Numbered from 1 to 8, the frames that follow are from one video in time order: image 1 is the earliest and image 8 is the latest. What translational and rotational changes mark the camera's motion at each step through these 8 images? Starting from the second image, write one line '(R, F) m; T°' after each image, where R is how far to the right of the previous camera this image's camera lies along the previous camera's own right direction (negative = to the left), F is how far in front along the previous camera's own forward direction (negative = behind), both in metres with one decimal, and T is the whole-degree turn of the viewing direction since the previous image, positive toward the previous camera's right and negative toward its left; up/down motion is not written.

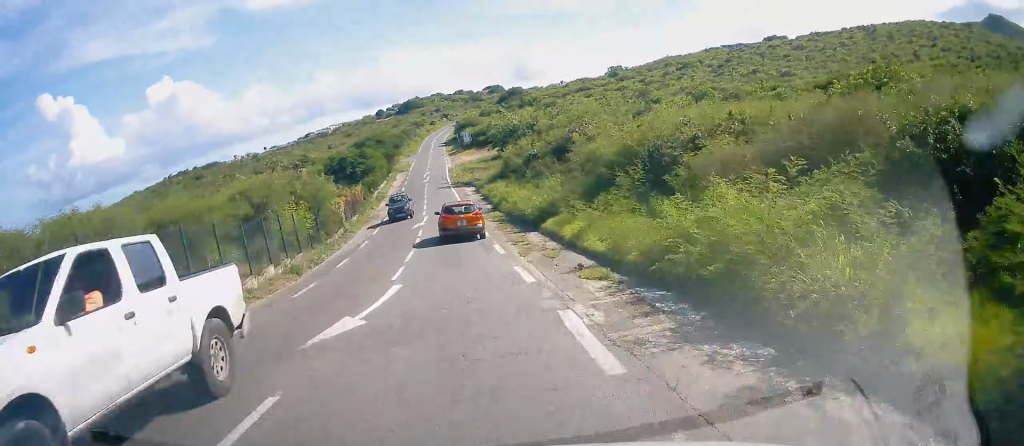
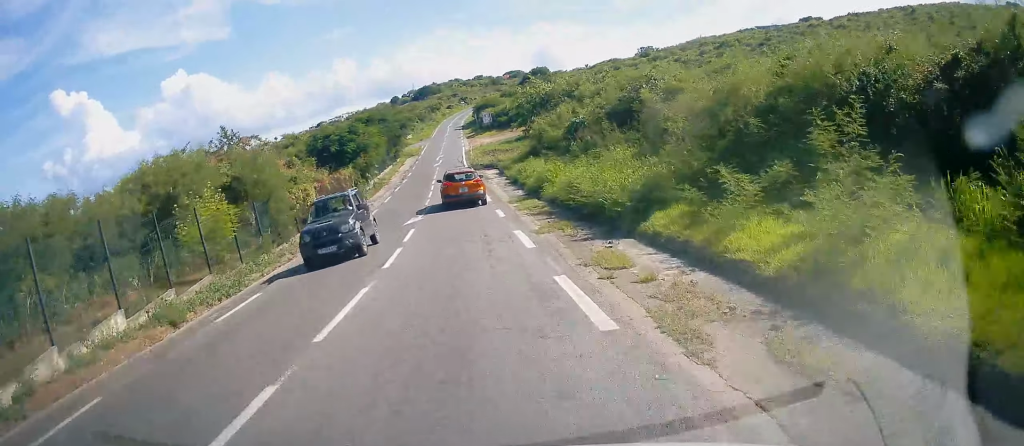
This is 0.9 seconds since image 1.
(-0.7, +12.0) m; -4°
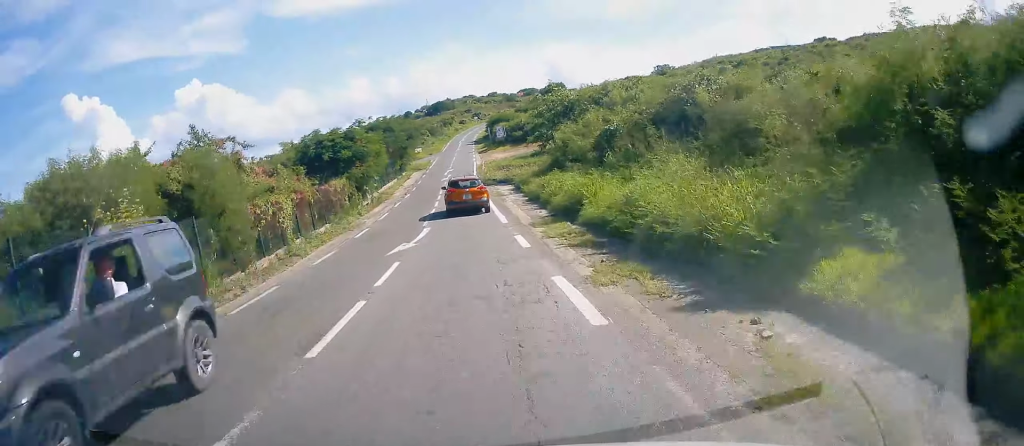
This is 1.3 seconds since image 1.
(-0.1, +5.7) m; -1°
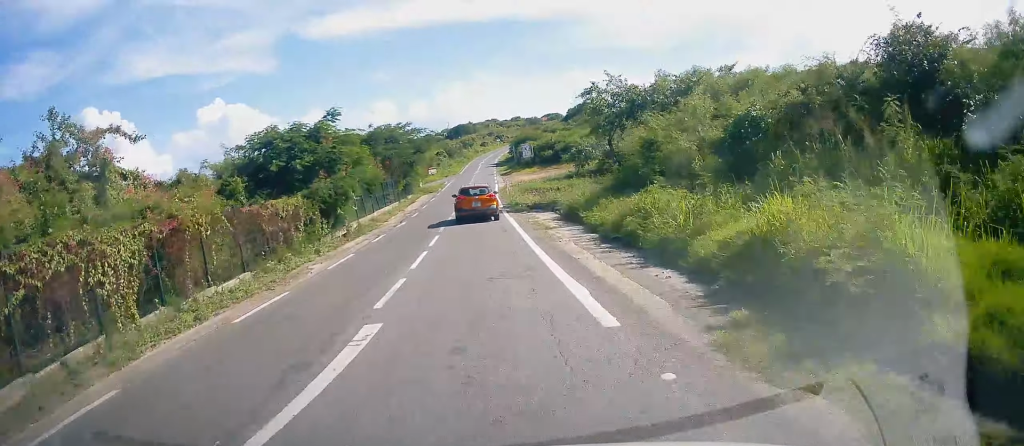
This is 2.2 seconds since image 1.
(0.0, +13.6) m; 0°
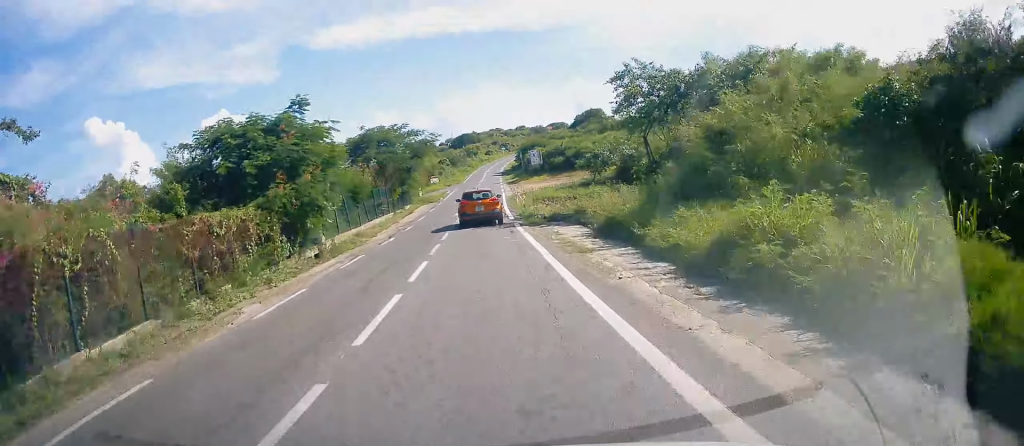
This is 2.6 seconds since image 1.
(0.0, +6.2) m; 0°
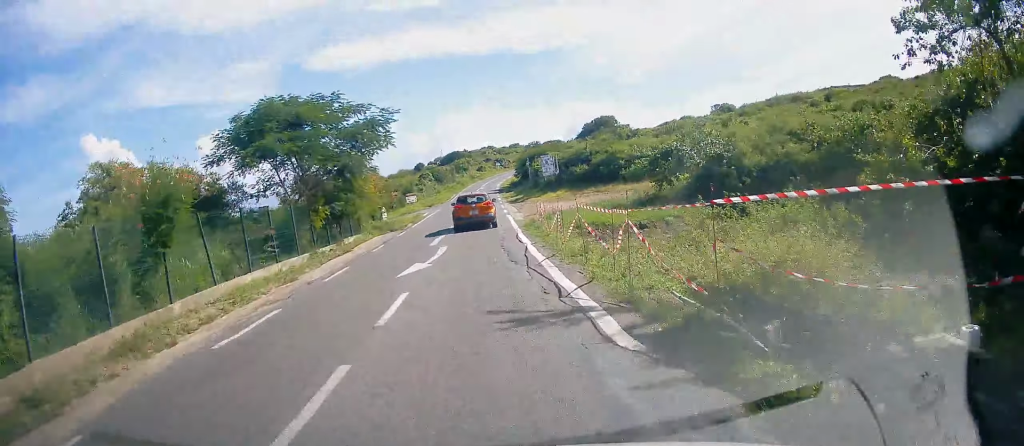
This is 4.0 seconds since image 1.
(0.0, +21.7) m; 0°
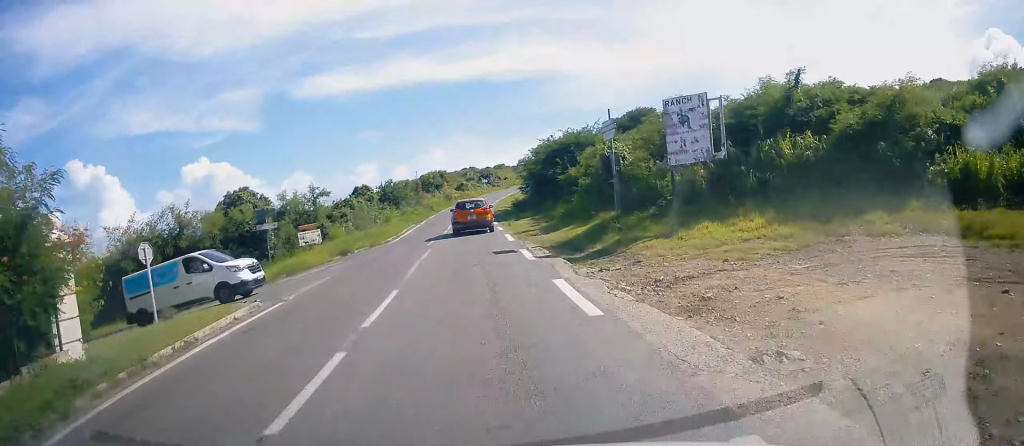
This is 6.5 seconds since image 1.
(0.0, +37.8) m; +1°
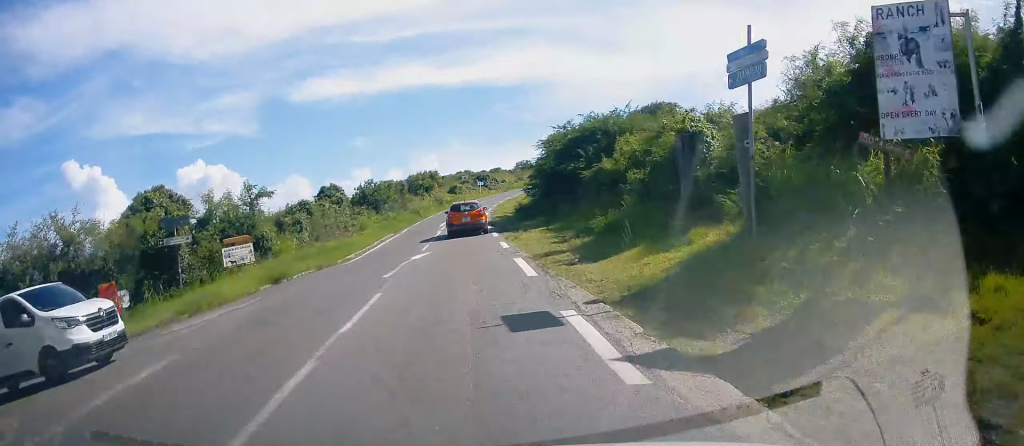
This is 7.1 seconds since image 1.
(-0.1, +9.3) m; +1°
